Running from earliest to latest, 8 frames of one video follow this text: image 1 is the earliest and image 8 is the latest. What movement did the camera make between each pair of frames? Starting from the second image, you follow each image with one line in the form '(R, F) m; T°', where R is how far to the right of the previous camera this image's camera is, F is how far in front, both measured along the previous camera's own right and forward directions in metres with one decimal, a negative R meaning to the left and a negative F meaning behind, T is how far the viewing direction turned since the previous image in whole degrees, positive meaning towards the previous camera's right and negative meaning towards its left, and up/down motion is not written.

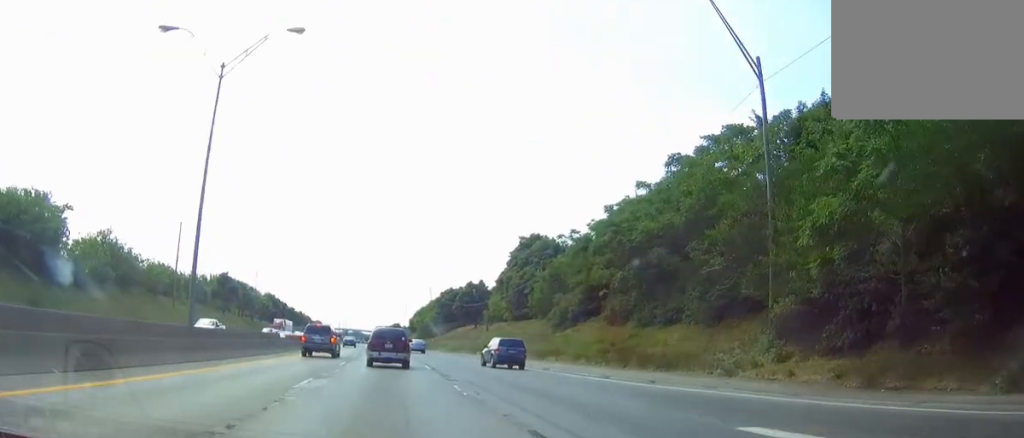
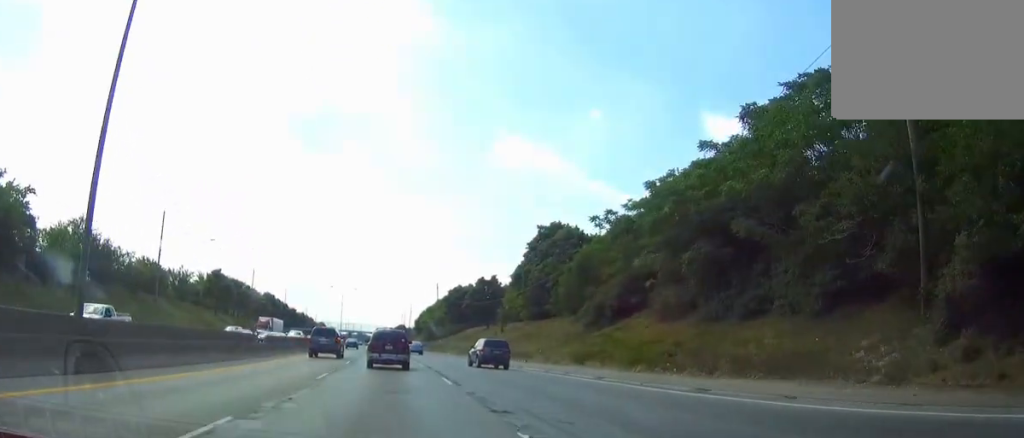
(+0.7, +10.9) m; +2°
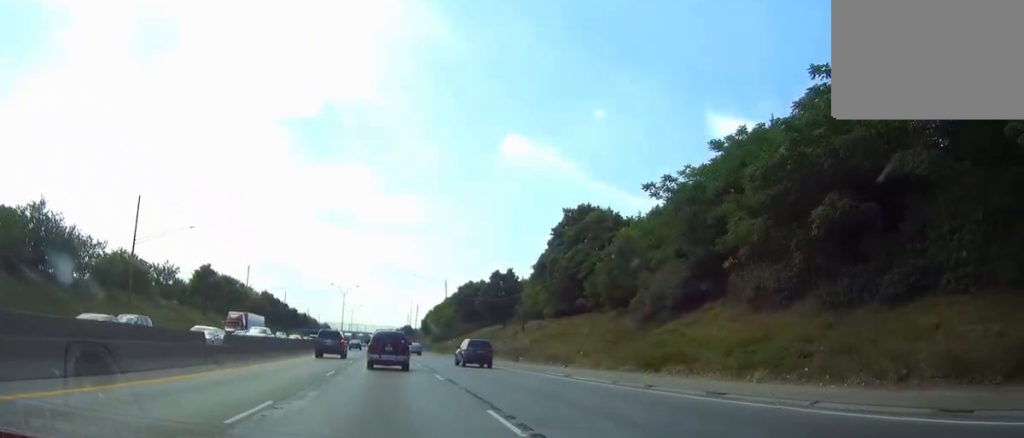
(+0.2, +13.2) m; +1°
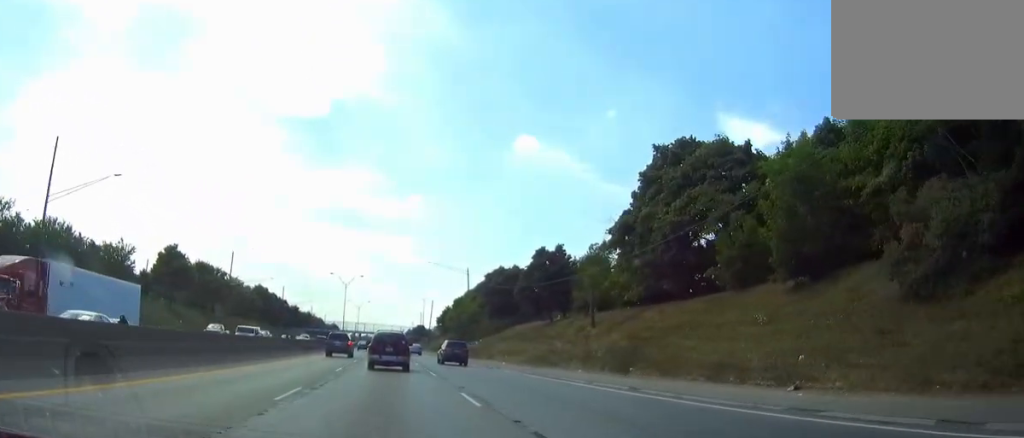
(+0.1, +27.5) m; 0°
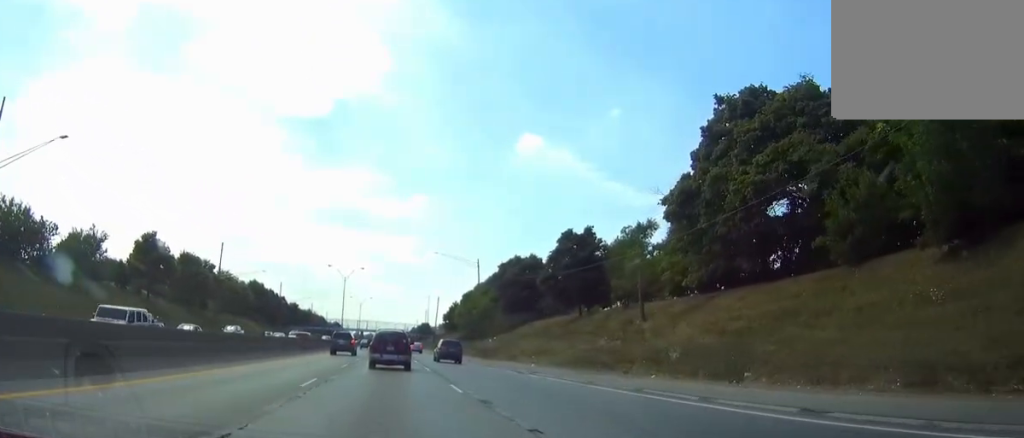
(-0.1, +11.1) m; +1°
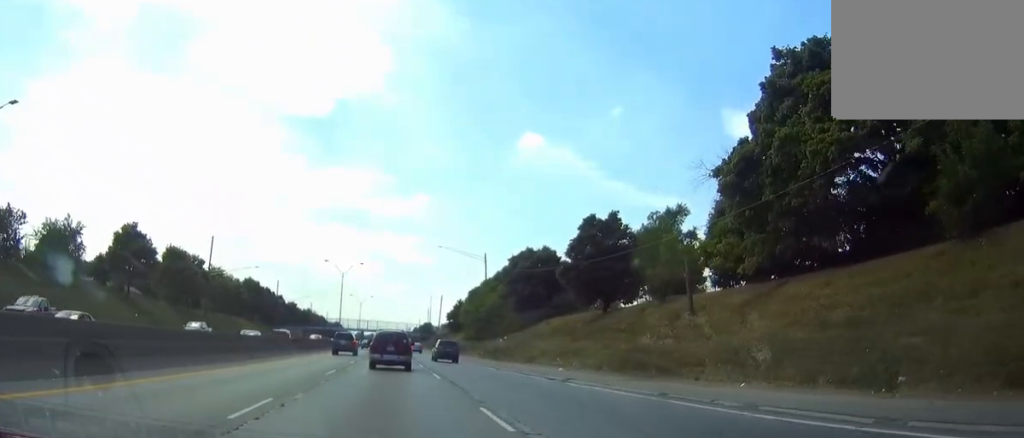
(+0.1, +8.1) m; +1°
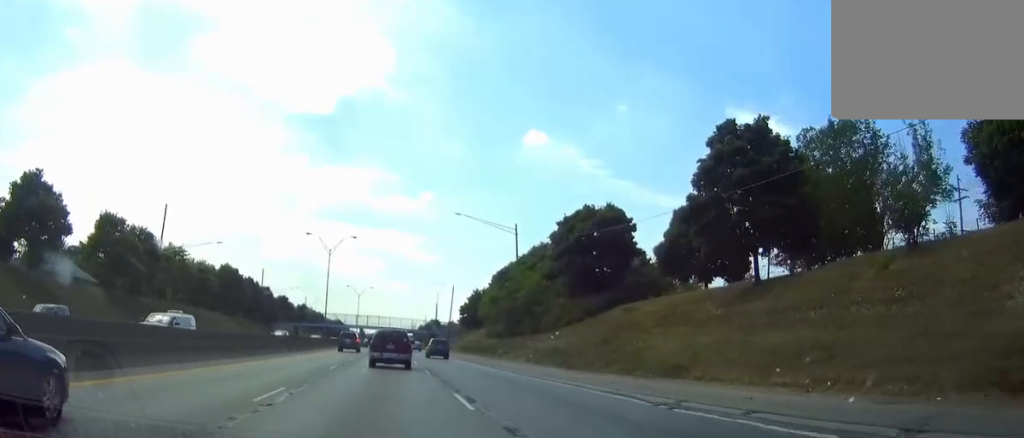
(+1.1, +27.1) m; +2°
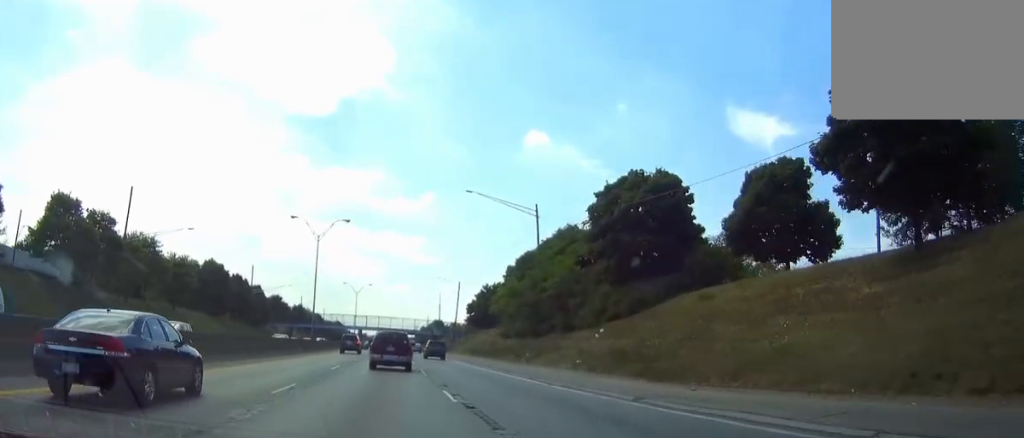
(-0.2, +12.7) m; -2°
